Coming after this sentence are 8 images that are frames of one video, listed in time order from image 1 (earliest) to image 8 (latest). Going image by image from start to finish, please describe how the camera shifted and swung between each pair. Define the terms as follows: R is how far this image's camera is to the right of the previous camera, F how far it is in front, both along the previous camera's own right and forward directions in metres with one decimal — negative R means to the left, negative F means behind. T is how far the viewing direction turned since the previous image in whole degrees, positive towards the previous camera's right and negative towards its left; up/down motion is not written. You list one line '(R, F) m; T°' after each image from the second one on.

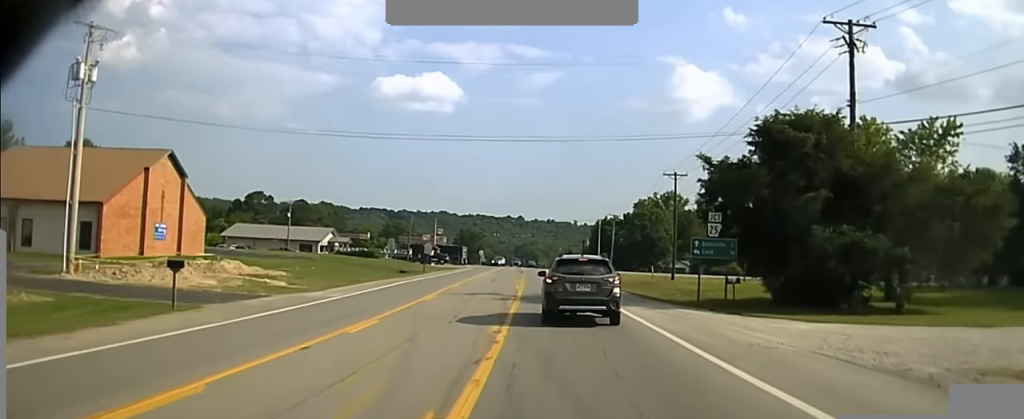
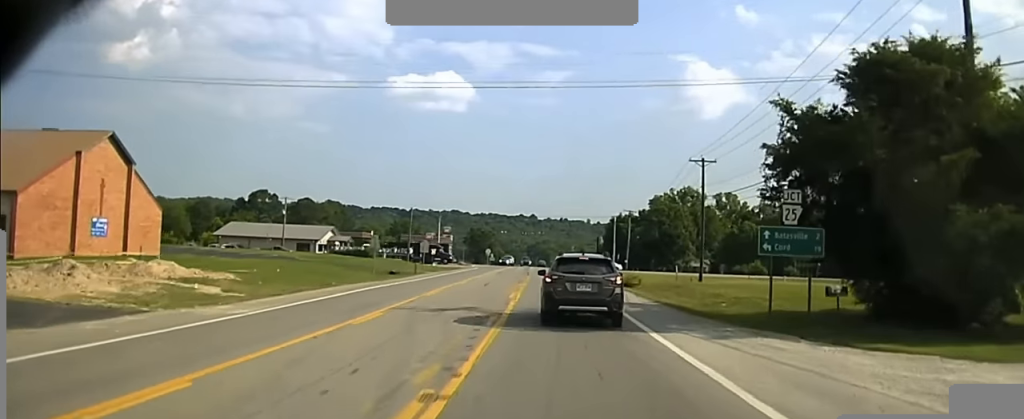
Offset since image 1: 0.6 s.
(-0.3, +9.7) m; 0°
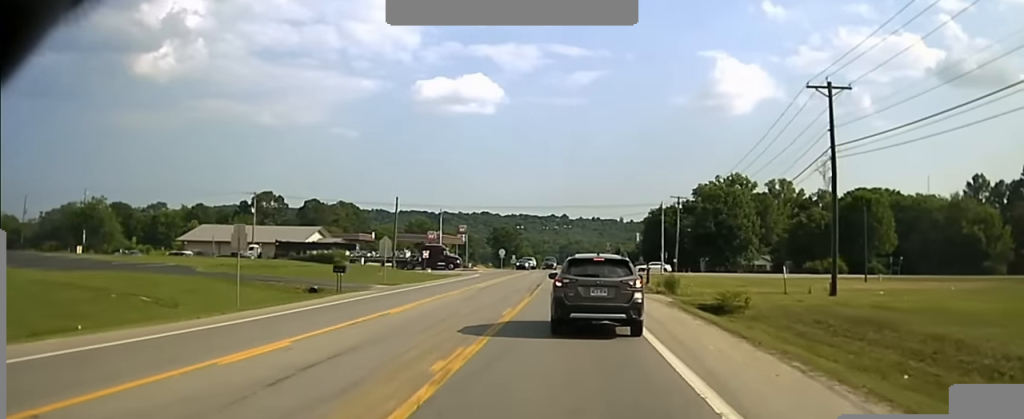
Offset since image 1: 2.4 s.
(-0.1, +25.8) m; -2°
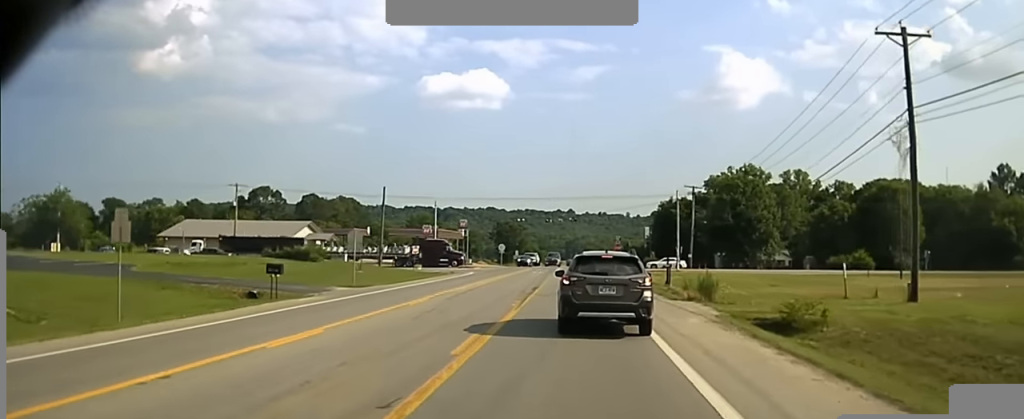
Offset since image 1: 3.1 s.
(-0.1, +8.3) m; 0°
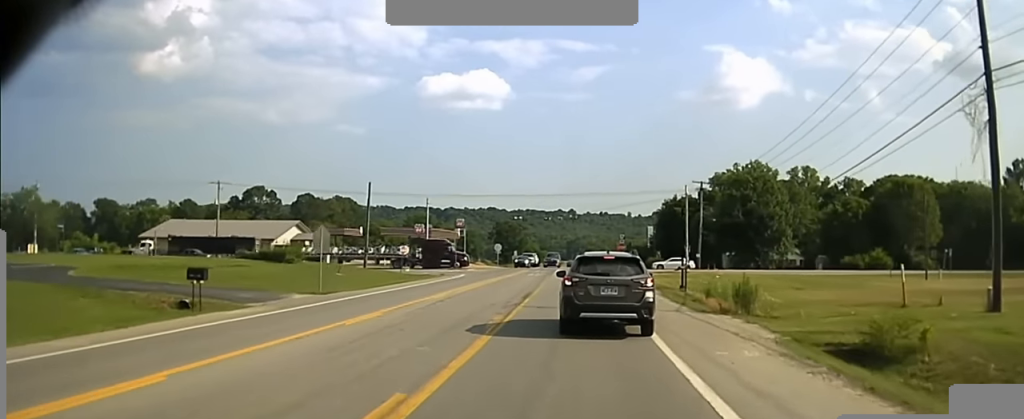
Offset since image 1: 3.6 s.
(0.0, +5.6) m; 0°
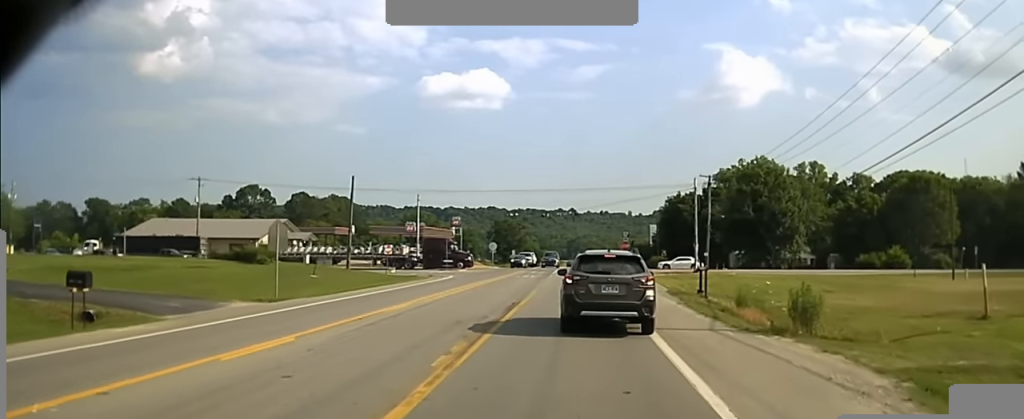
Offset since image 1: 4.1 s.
(+0.1, +6.7) m; 0°
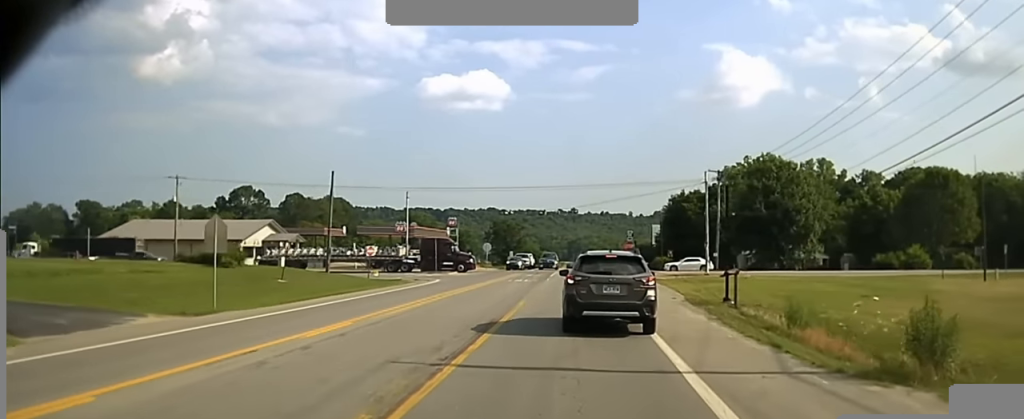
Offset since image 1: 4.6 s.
(+0.1, +6.6) m; 0°
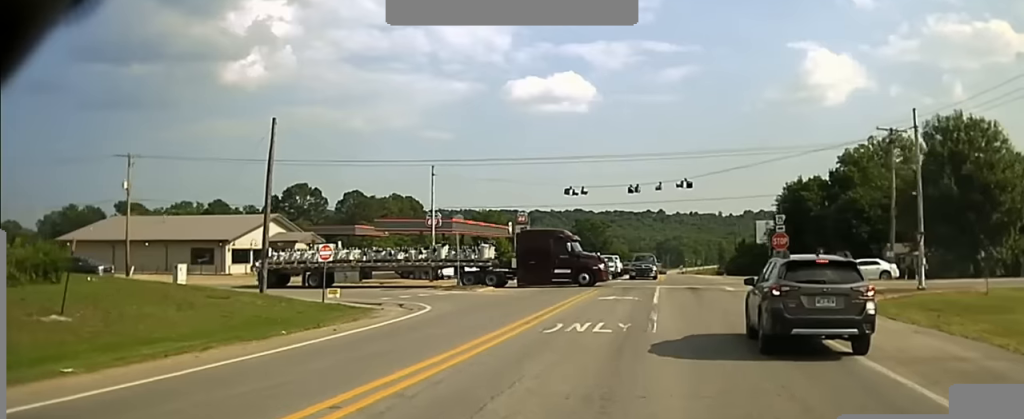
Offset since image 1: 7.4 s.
(-1.5, +35.6) m; -5°
